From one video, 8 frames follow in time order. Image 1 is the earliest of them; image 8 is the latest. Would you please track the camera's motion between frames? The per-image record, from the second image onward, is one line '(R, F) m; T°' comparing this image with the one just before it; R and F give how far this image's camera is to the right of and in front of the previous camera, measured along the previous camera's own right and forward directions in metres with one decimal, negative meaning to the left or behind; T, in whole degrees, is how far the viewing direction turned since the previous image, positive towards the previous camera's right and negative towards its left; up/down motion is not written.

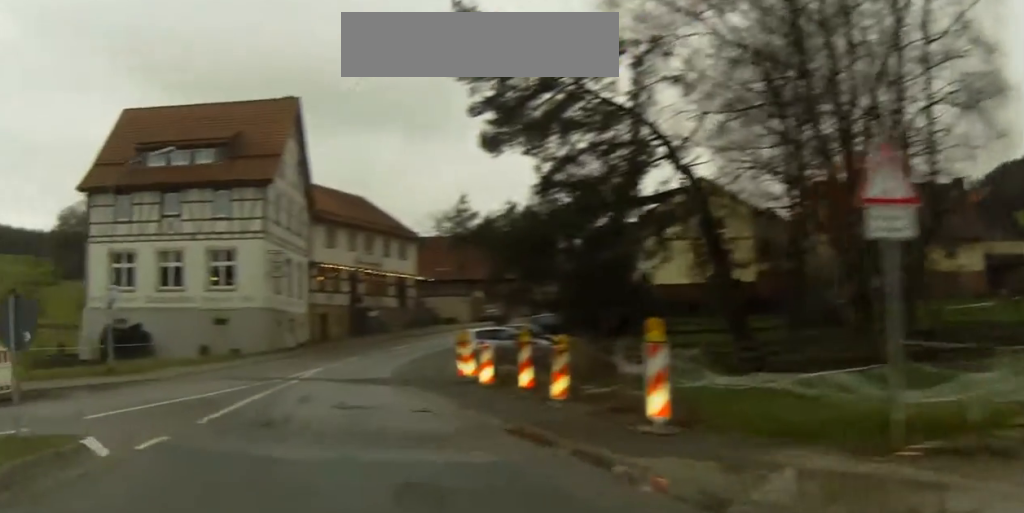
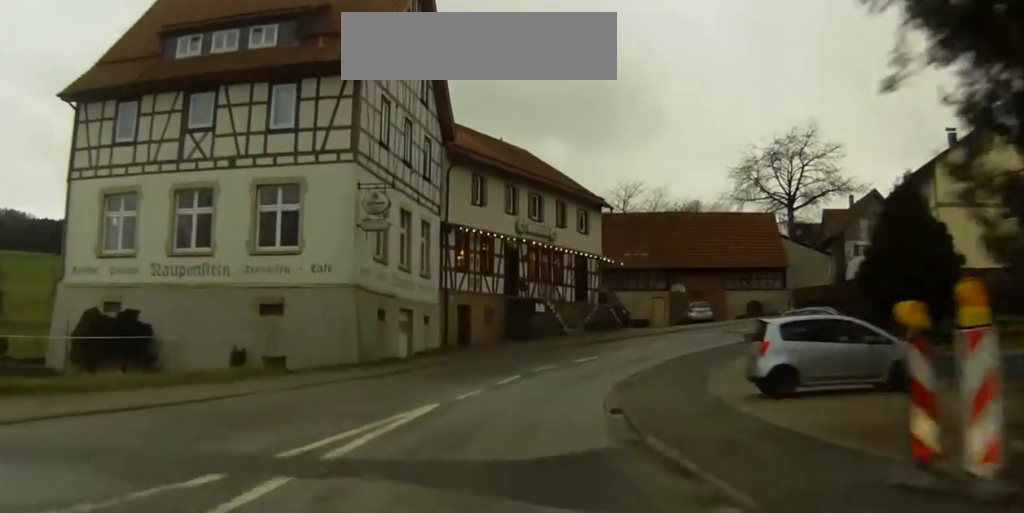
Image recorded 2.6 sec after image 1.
(-4.7, +15.1) m; -26°
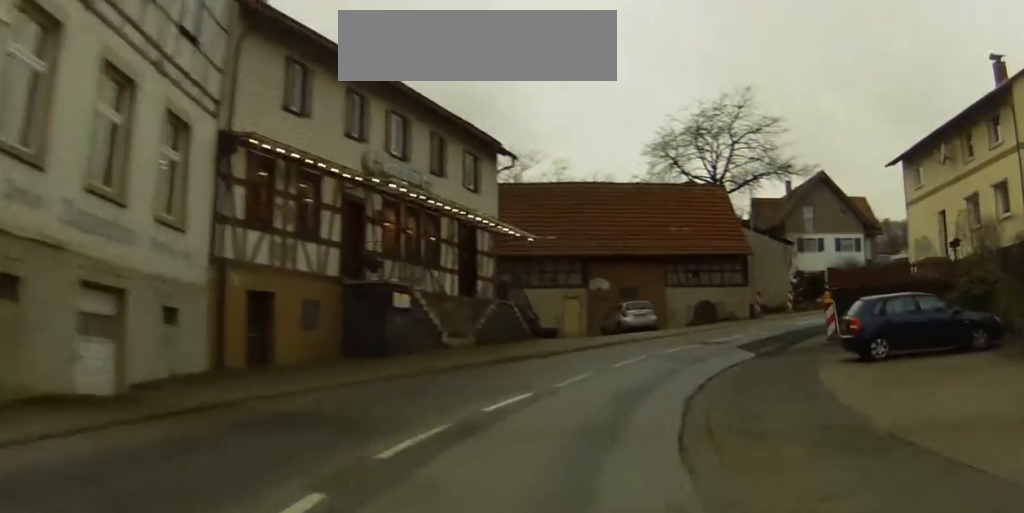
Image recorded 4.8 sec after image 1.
(-1.5, +15.6) m; -4°
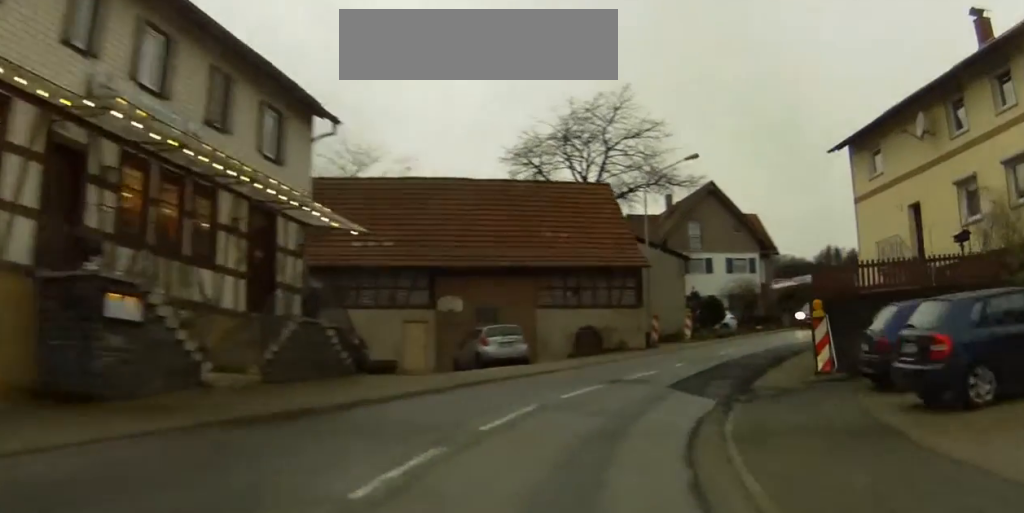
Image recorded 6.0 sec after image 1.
(+0.2, +9.2) m; +3°
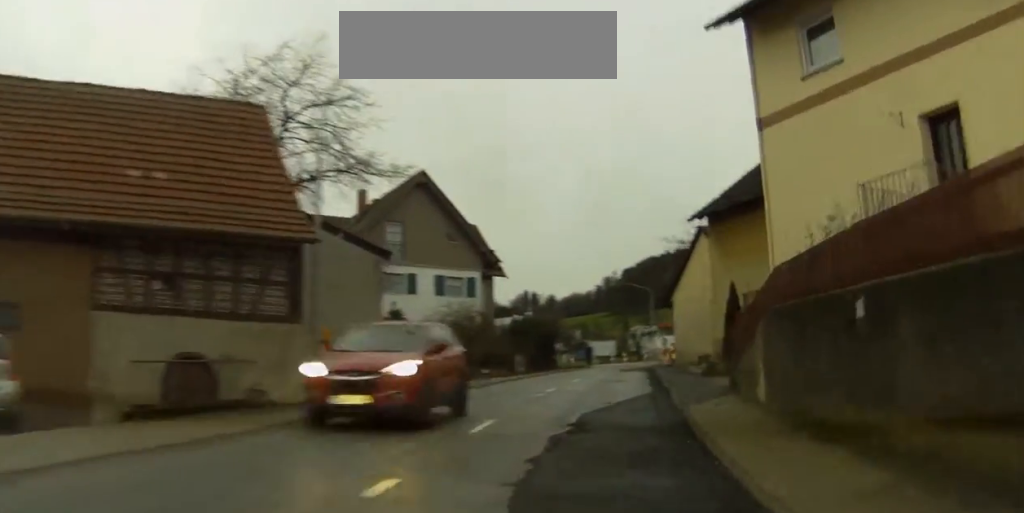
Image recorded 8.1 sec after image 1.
(+1.2, +16.5) m; +9°
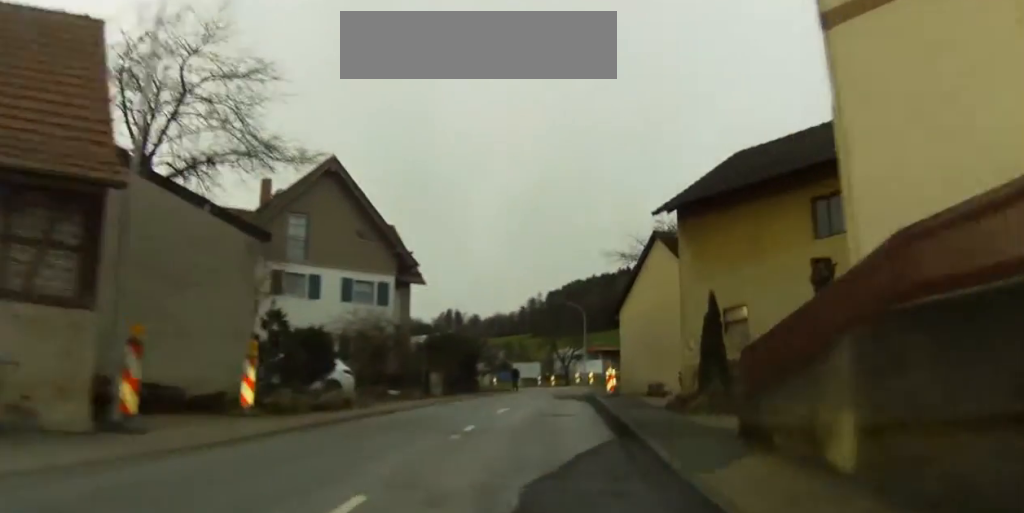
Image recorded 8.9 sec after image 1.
(+0.1, +6.4) m; +4°
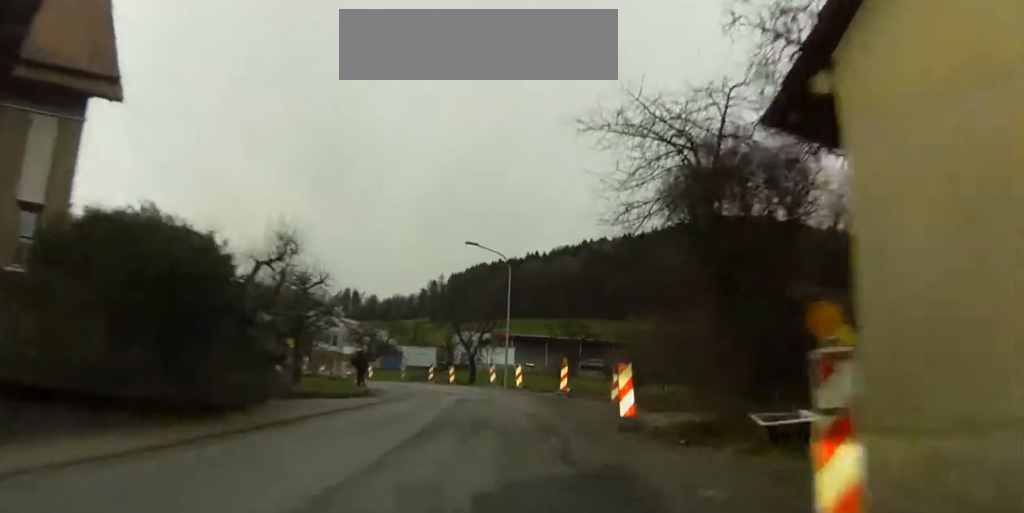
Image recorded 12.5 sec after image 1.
(+3.1, +29.8) m; +10°
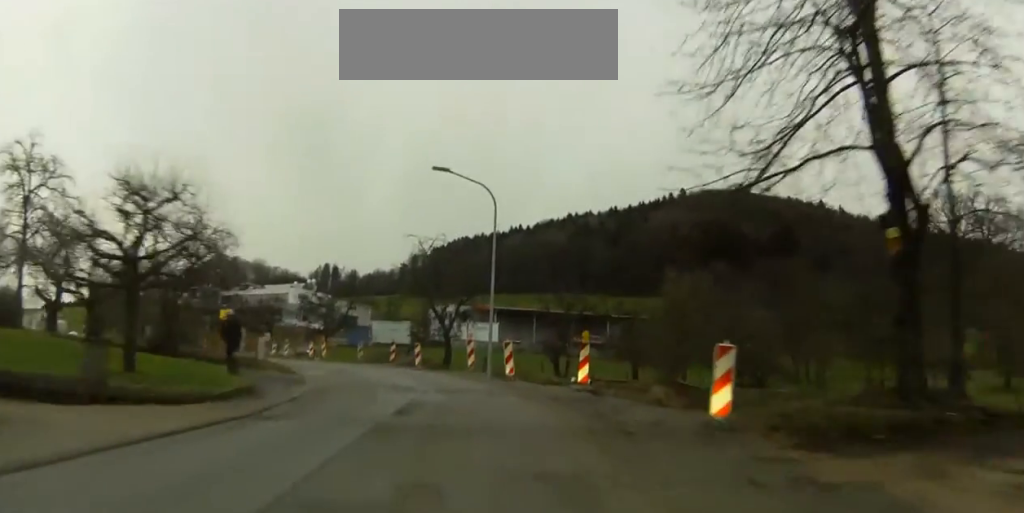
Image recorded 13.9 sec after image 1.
(+0.4, +11.4) m; +2°
